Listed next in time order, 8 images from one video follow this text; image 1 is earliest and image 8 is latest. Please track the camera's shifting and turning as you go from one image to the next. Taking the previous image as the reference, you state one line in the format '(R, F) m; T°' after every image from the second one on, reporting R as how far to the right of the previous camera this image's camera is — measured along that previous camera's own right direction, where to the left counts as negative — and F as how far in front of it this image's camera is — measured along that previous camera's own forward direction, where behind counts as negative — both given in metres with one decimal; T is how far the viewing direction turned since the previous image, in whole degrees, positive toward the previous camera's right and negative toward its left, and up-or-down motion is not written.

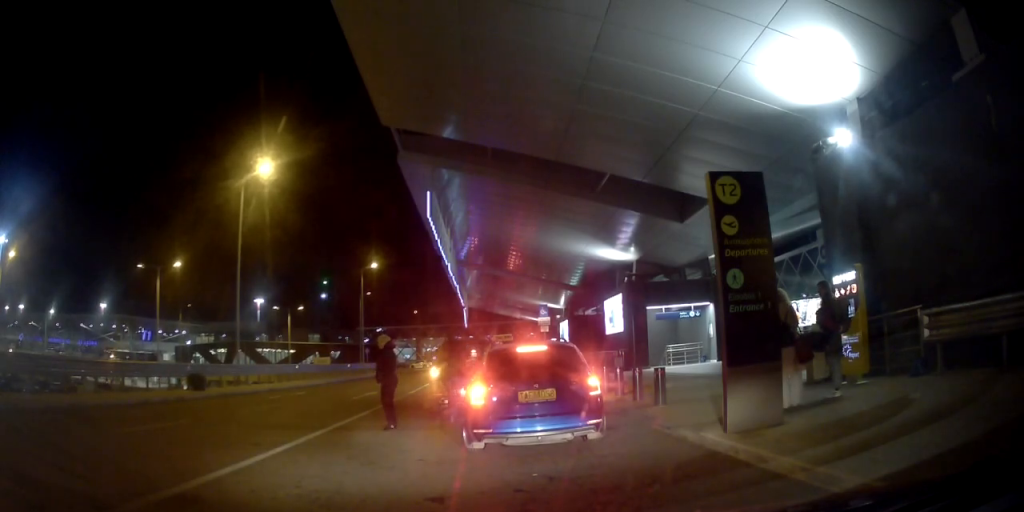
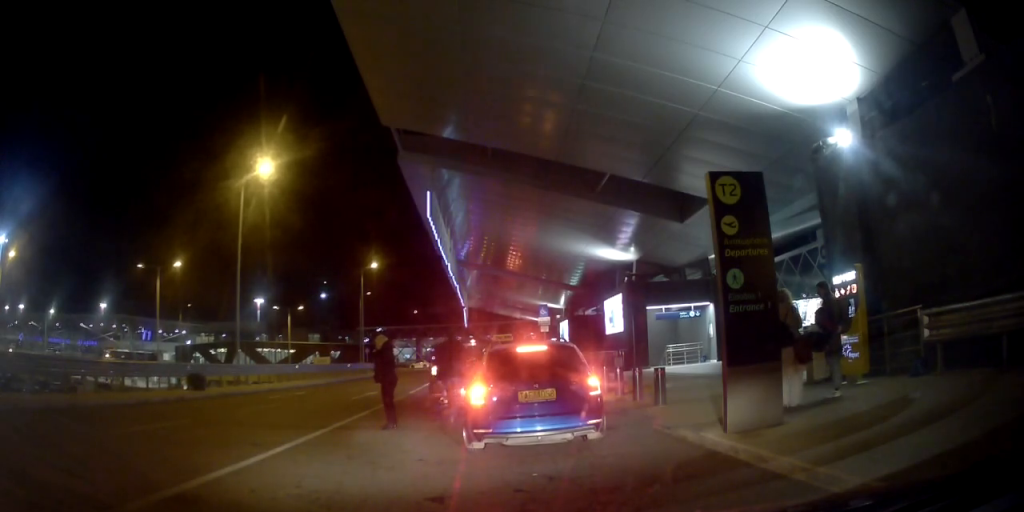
(0.0, 0.0) m; 0°
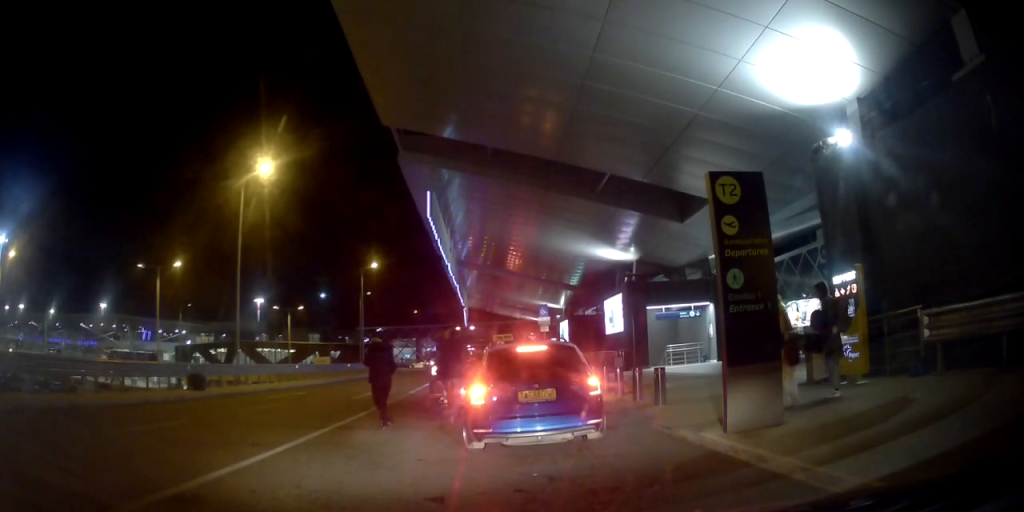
(0.0, 0.0) m; 0°
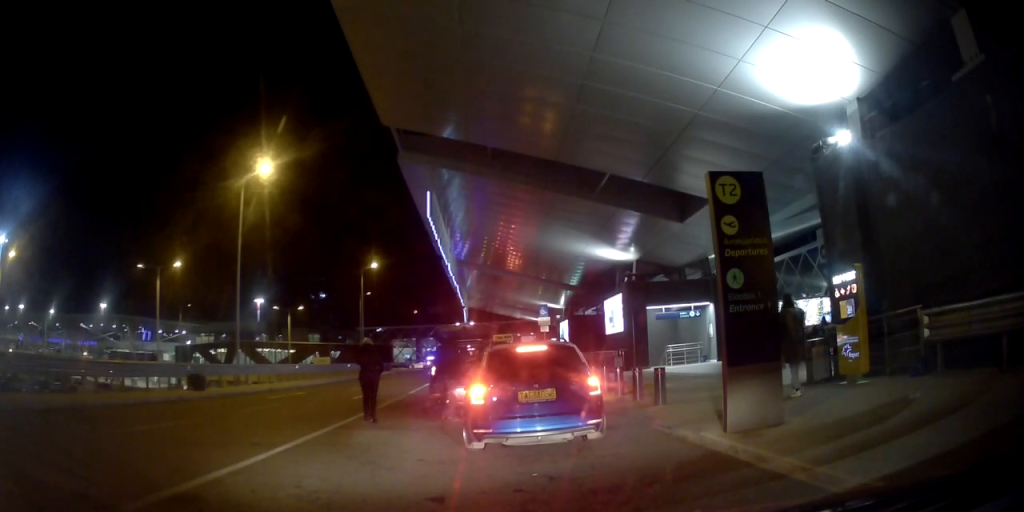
(0.0, 0.0) m; 0°
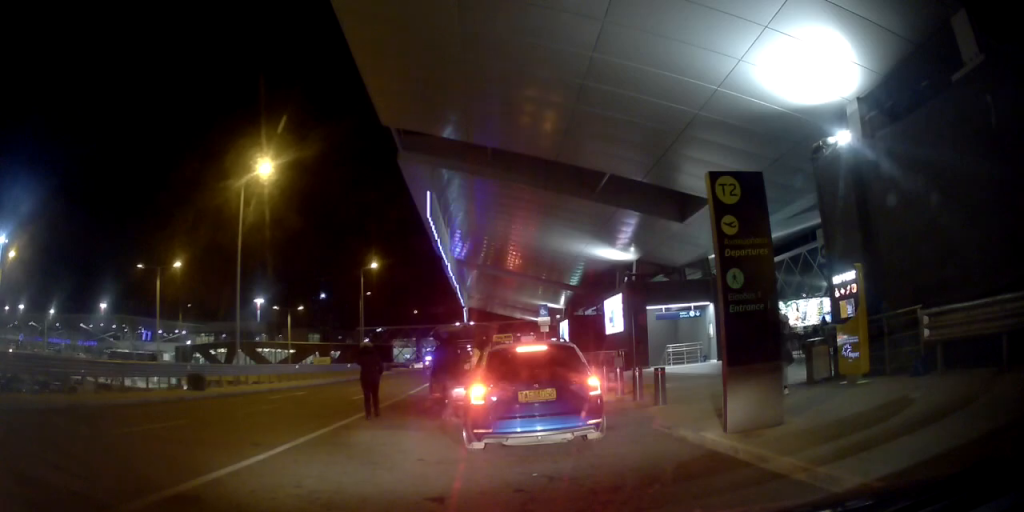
(0.0, 0.0) m; 0°
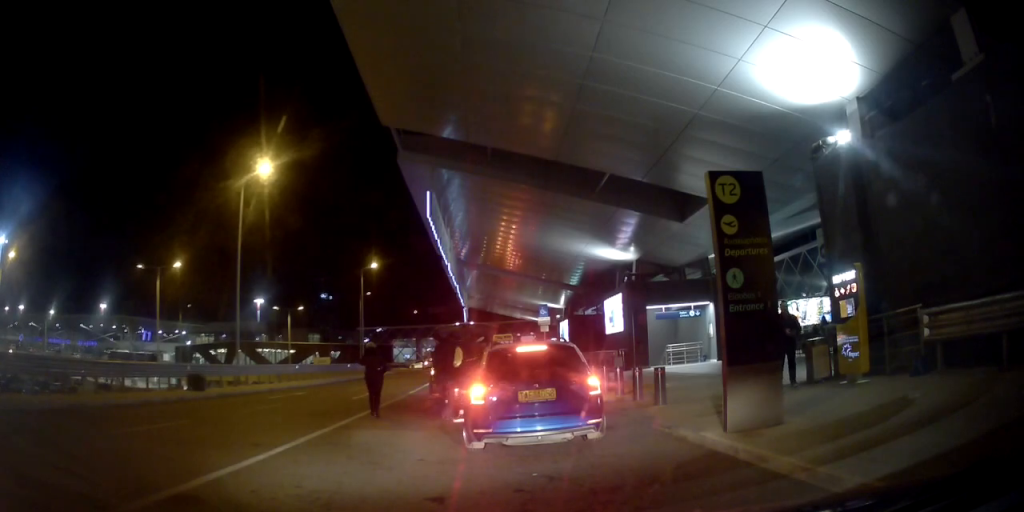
(0.0, 0.0) m; 0°
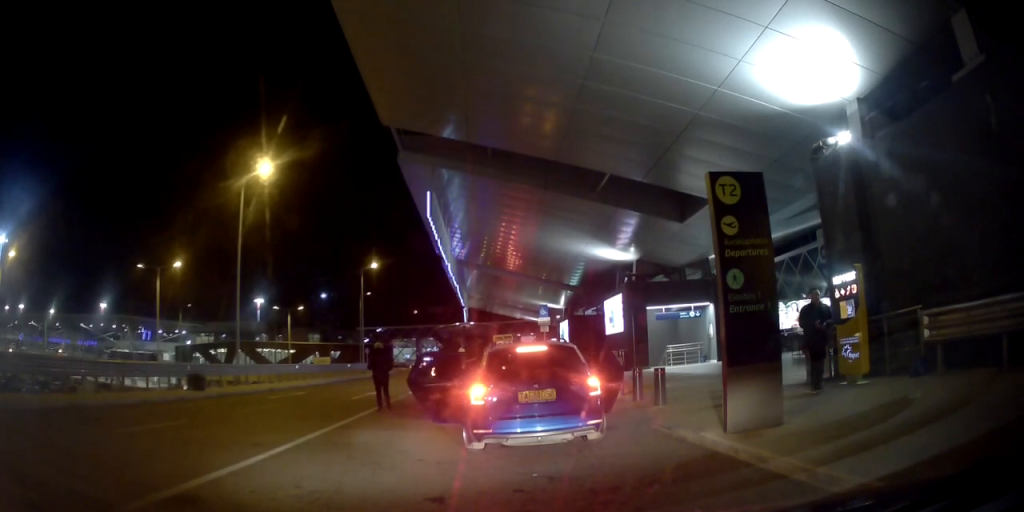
(0.0, 0.0) m; 0°
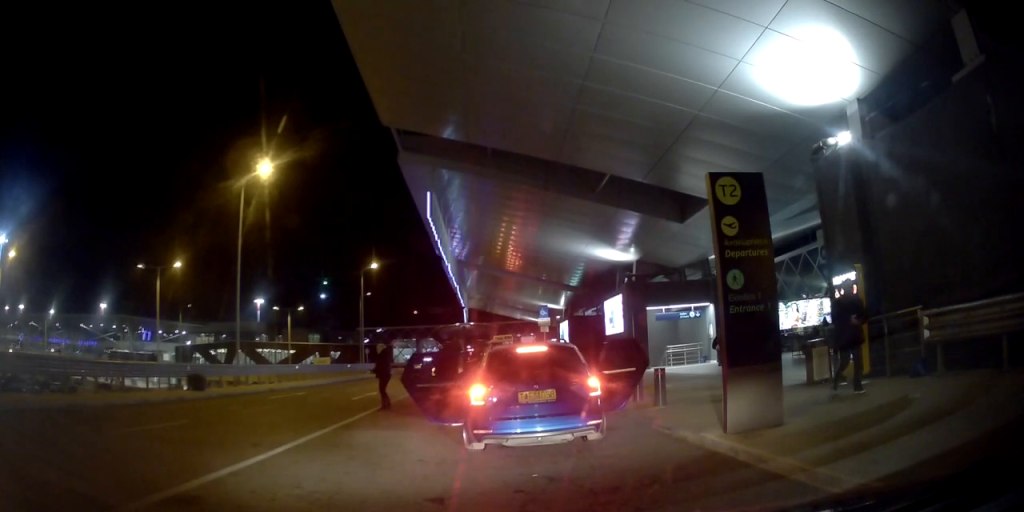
(0.0, 0.0) m; 0°
